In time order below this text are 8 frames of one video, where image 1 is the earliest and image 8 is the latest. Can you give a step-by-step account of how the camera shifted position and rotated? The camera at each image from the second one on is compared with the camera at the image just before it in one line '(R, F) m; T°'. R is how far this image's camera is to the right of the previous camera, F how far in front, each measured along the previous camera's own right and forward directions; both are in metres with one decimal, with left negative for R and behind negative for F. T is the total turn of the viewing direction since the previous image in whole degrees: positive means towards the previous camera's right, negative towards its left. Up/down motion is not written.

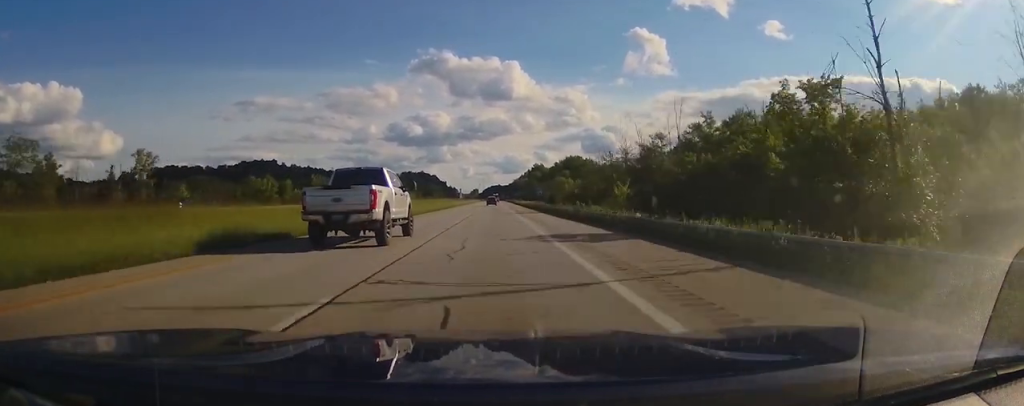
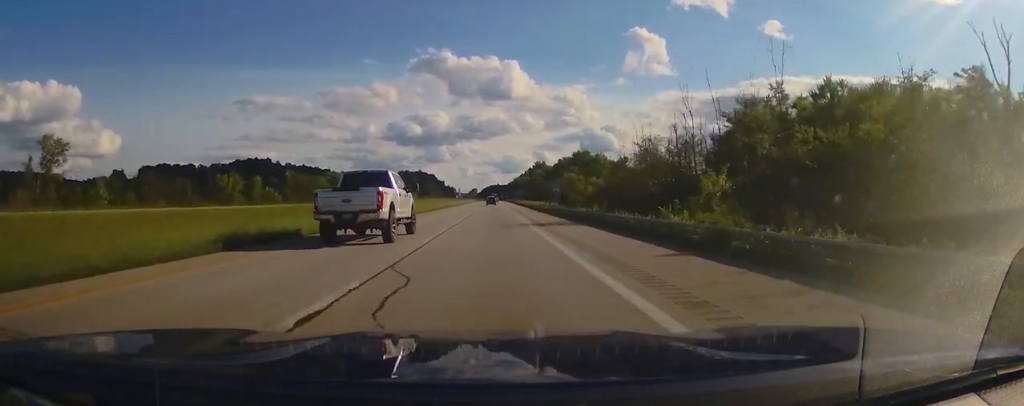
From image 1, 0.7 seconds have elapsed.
(0.0, +22.7) m; 0°
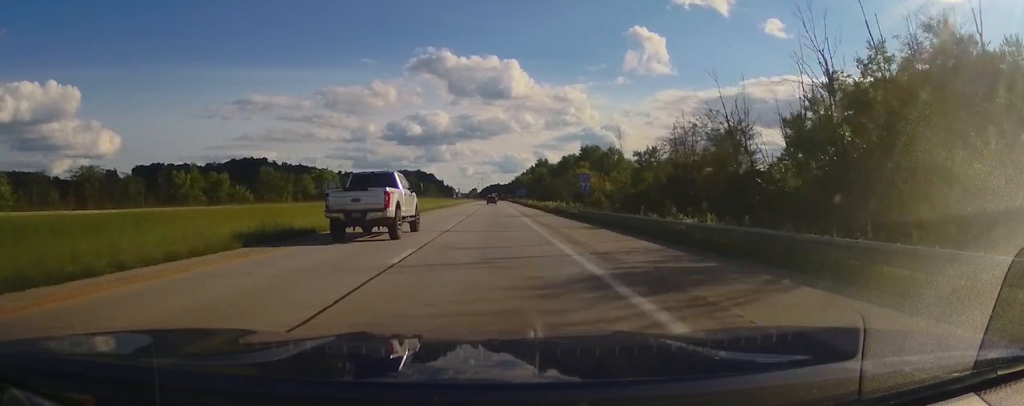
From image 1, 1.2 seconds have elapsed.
(+0.2, +19.3) m; 0°
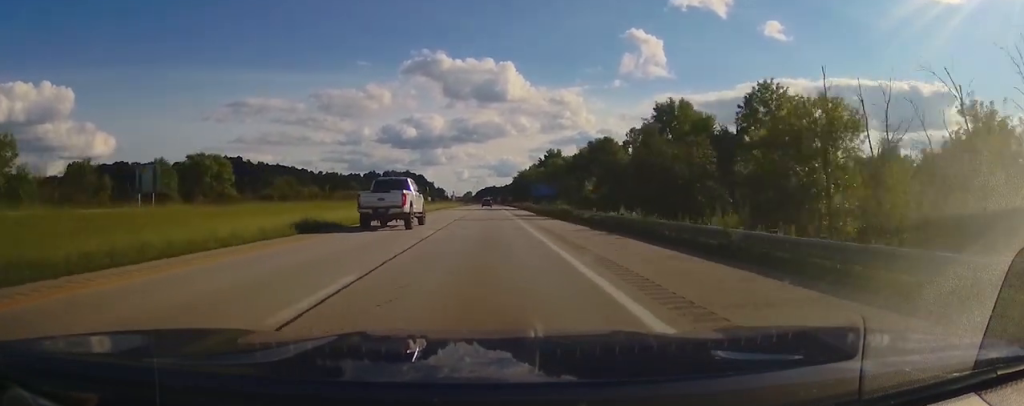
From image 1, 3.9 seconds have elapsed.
(-0.3, +90.2) m; 0°
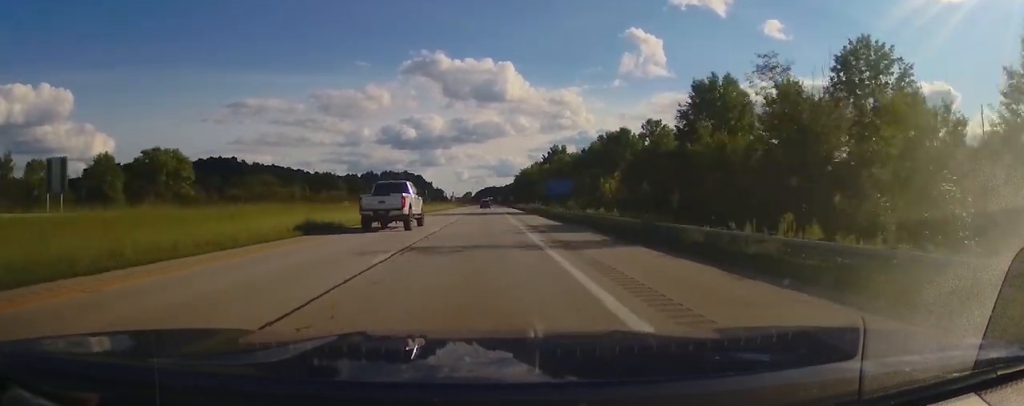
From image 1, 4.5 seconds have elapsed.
(0.0, +19.2) m; 0°
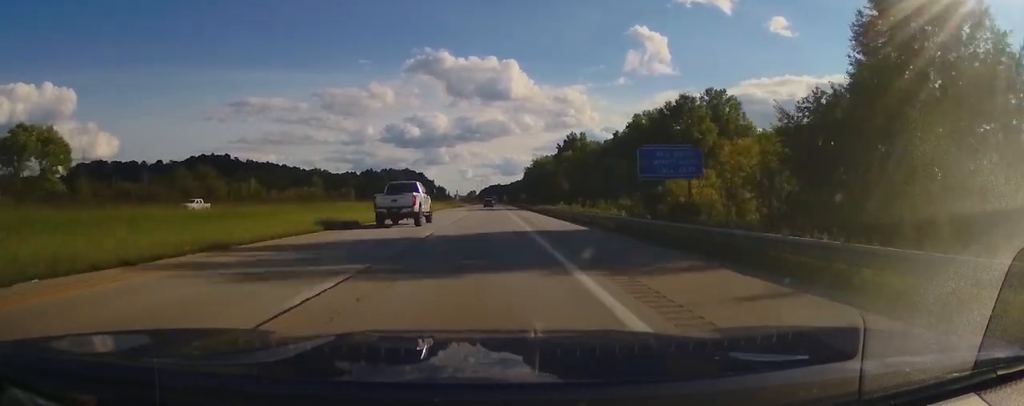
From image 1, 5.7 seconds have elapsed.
(0.0, +40.9) m; 0°
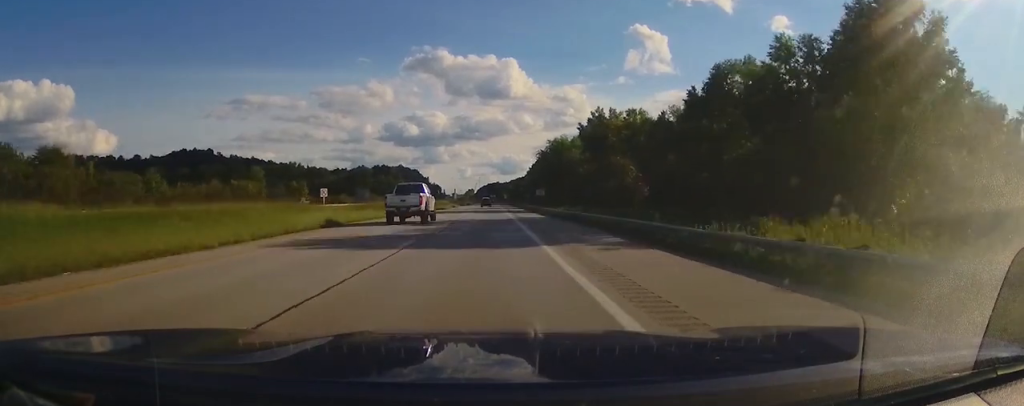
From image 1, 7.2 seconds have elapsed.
(-0.7, +53.6) m; -1°
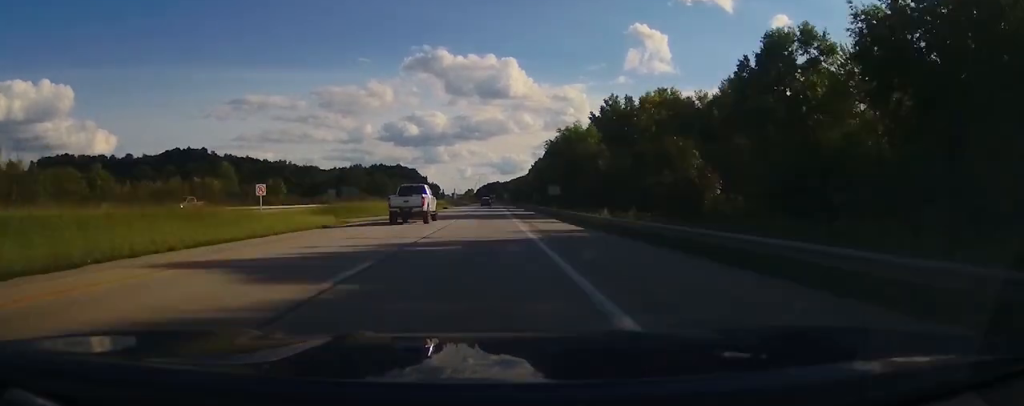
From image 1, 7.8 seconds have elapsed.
(0.0, +18.2) m; 0°
